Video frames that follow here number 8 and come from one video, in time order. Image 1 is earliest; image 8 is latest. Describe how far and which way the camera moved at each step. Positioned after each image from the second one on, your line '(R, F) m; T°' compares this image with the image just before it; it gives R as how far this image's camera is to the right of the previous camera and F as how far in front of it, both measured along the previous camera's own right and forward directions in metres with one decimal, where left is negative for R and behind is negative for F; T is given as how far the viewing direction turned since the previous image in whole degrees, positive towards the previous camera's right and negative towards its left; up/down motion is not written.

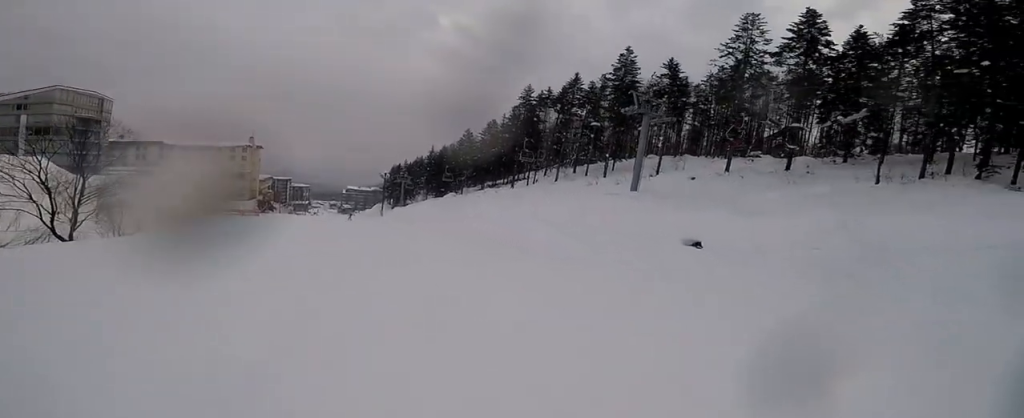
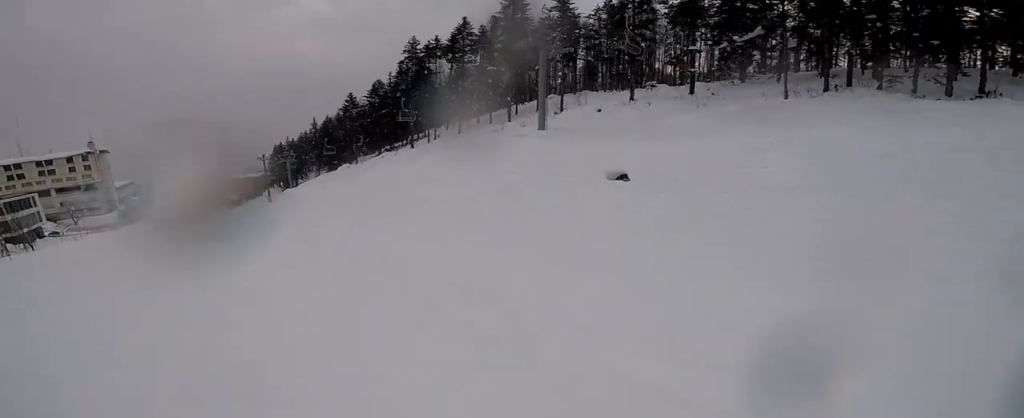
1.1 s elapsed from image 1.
(+1.0, +3.9) m; +12°
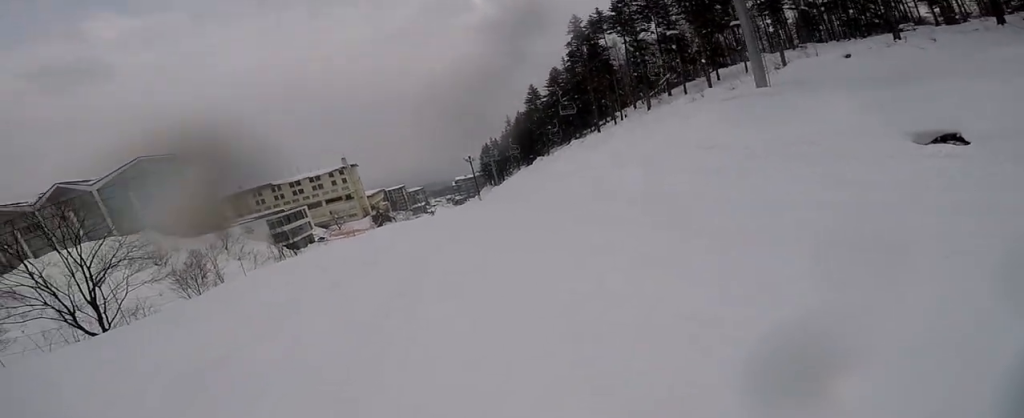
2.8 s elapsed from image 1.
(-1.5, +5.9) m; -35°
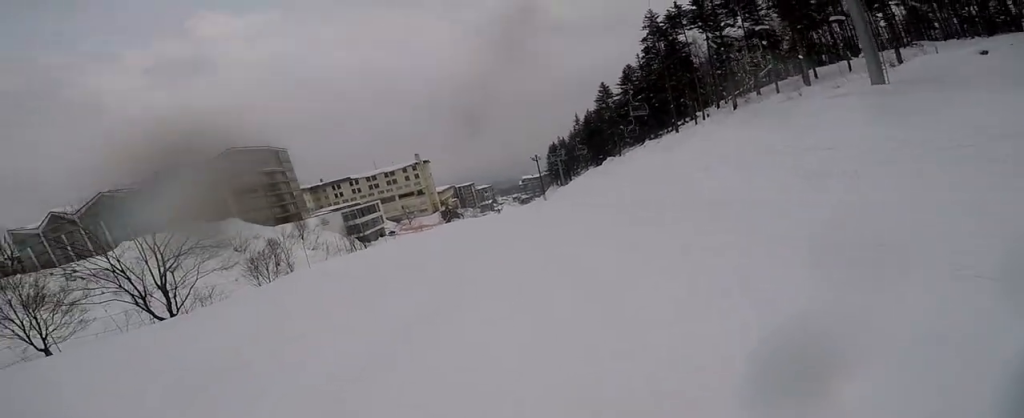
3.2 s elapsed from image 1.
(-0.2, +1.8) m; -10°
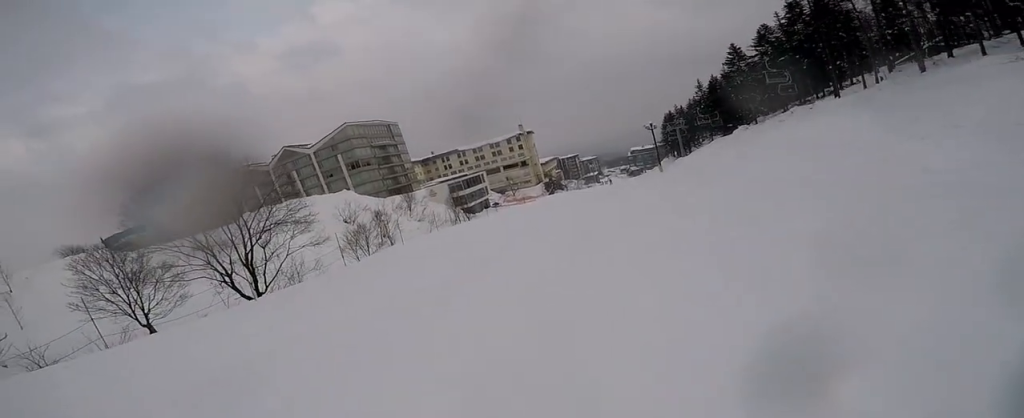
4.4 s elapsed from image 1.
(-1.0, +4.5) m; -24°
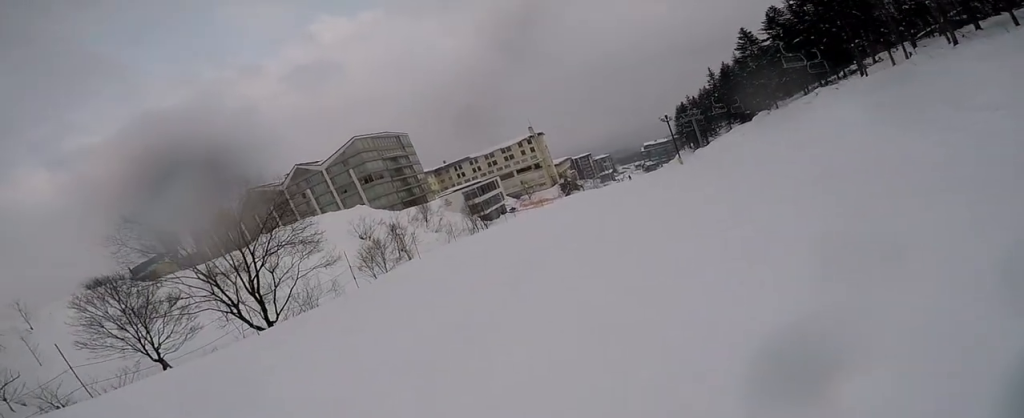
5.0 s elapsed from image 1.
(-0.2, +2.2) m; -7°
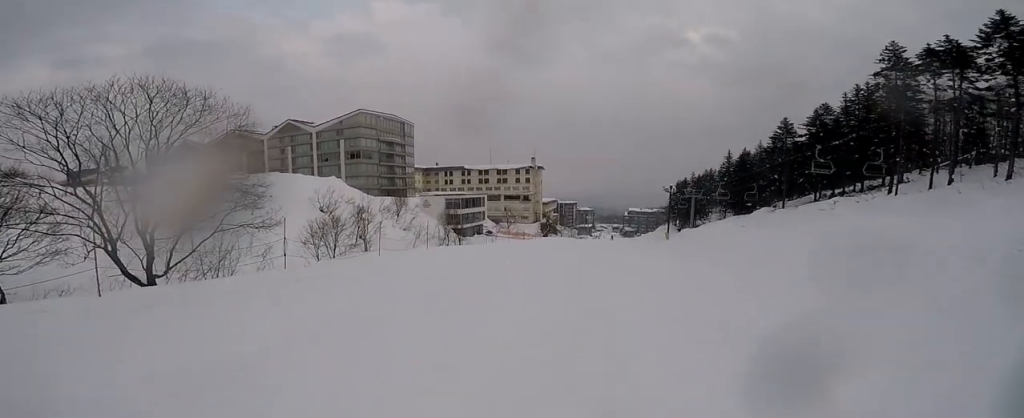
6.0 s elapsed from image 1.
(-0.2, +4.6) m; +4°
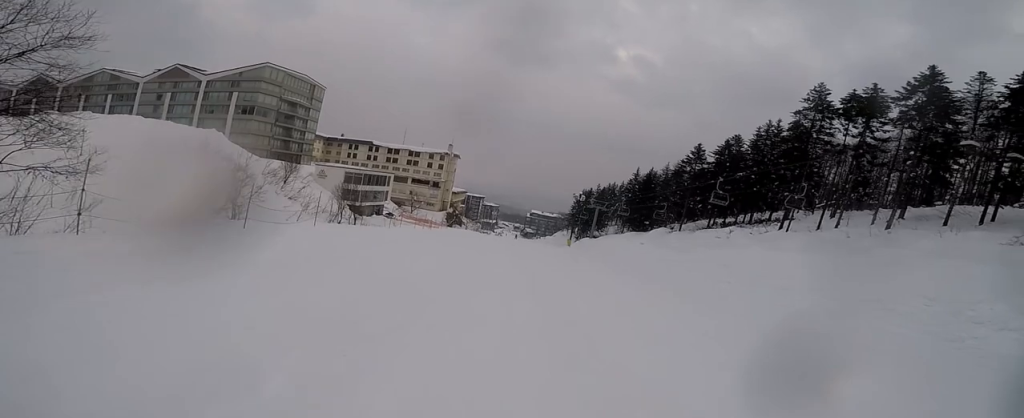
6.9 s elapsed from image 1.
(+0.1, +3.8) m; +17°
